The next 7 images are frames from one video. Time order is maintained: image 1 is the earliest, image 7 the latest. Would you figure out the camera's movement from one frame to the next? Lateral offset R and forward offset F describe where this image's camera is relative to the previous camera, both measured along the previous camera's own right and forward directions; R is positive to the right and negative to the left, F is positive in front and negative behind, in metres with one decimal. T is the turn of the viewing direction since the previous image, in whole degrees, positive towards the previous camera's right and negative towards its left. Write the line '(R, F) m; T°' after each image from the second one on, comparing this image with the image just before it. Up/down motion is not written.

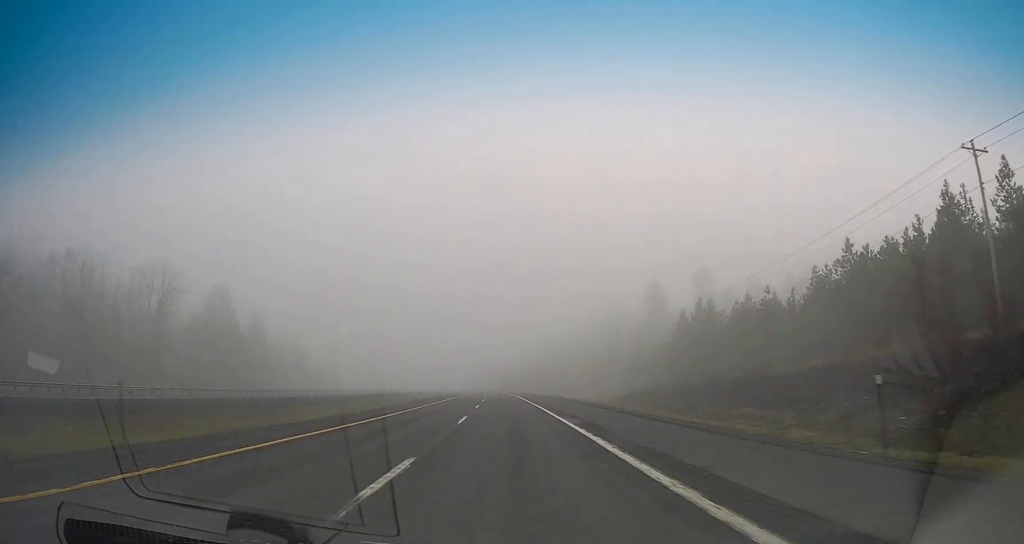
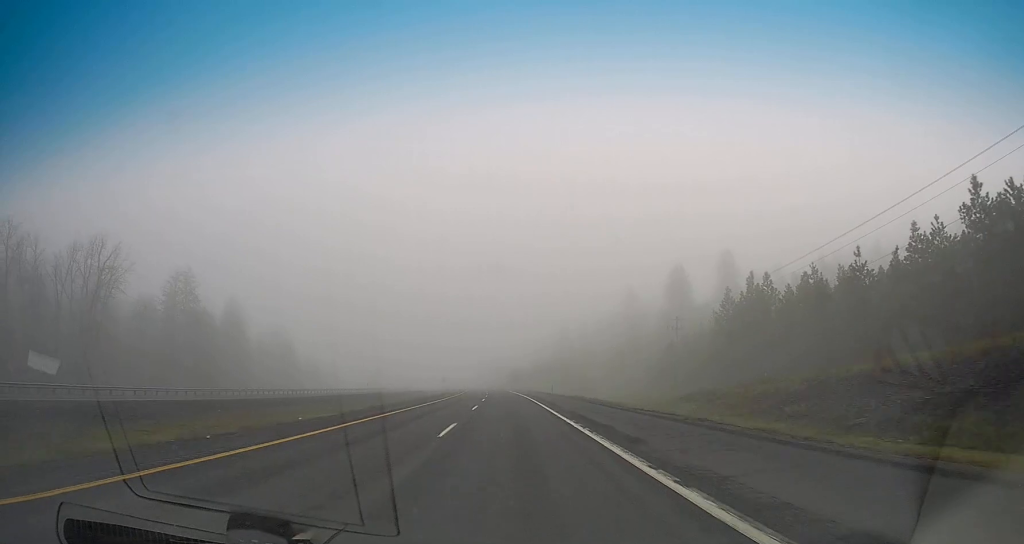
(-0.1, +21.6) m; -1°
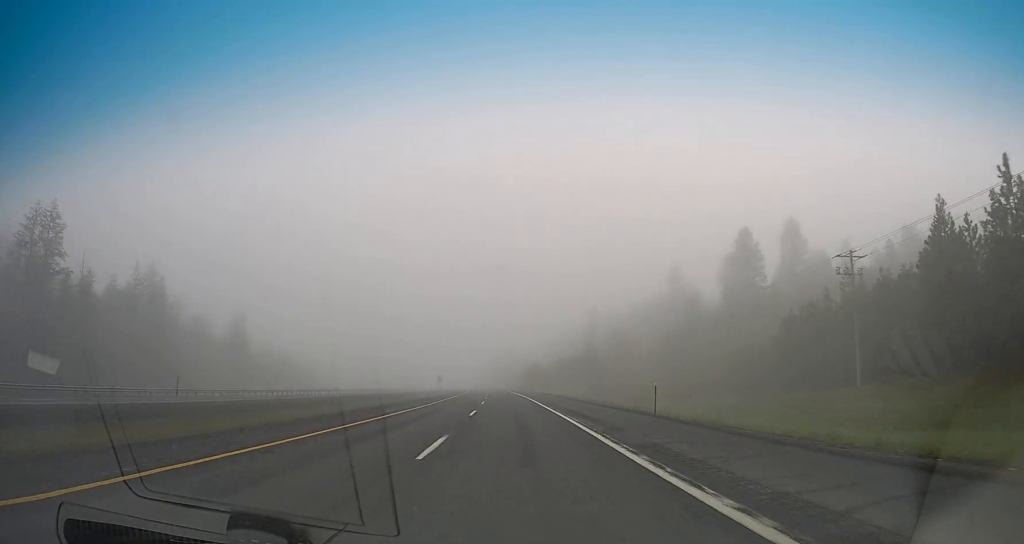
(-0.5, +50.8) m; -2°
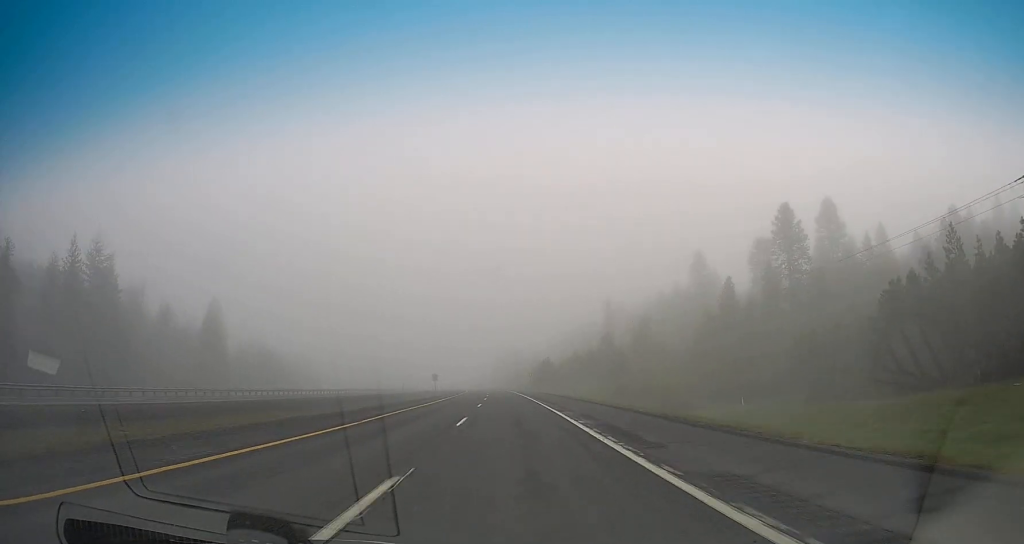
(-0.7, +22.5) m; -1°
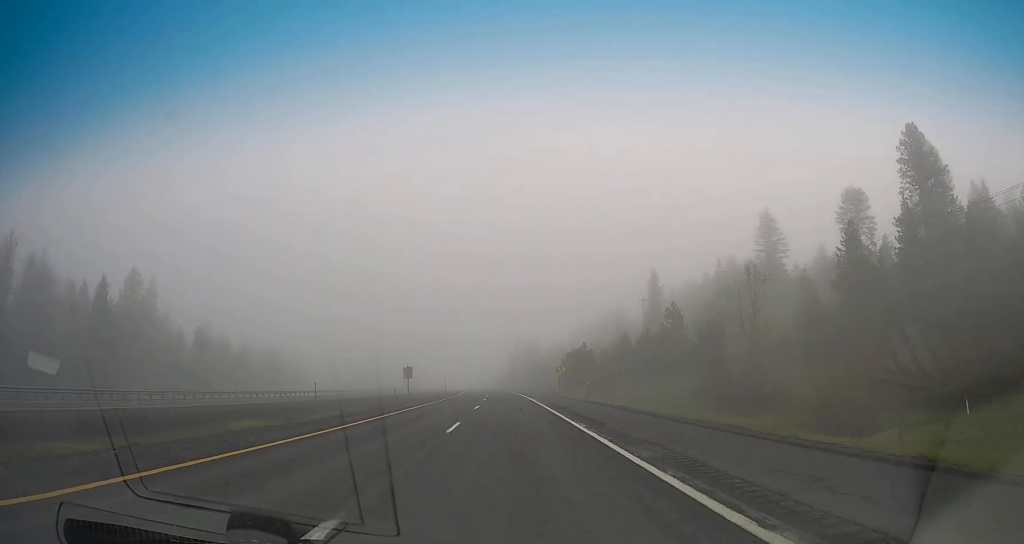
(-0.2, +48.9) m; 0°
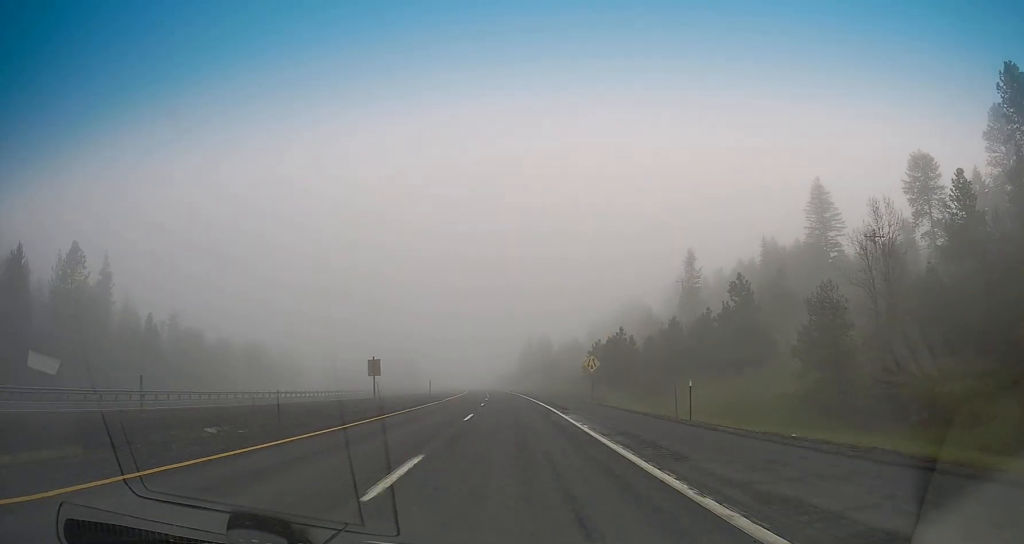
(0.0, +25.4) m; -1°
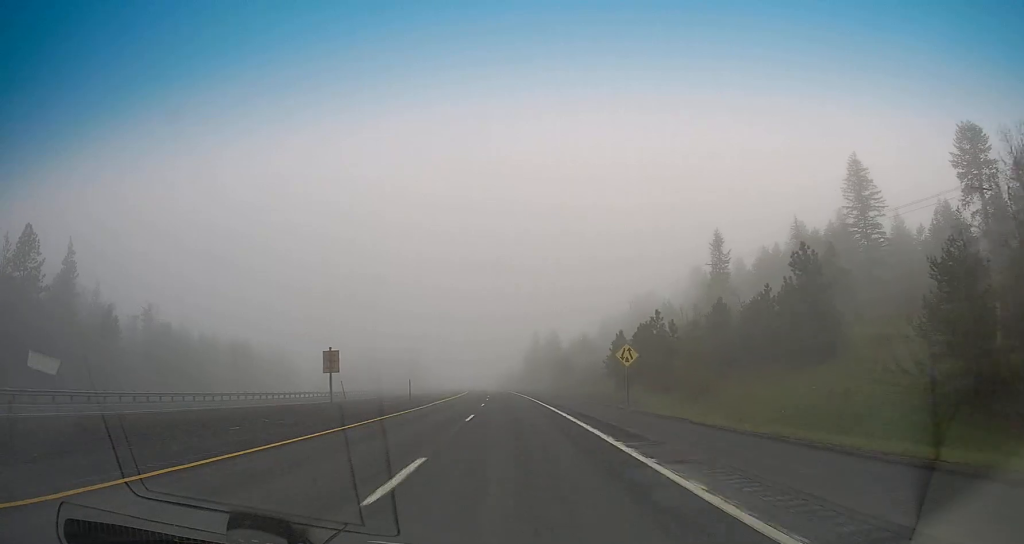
(+0.2, +15.6) m; -1°
